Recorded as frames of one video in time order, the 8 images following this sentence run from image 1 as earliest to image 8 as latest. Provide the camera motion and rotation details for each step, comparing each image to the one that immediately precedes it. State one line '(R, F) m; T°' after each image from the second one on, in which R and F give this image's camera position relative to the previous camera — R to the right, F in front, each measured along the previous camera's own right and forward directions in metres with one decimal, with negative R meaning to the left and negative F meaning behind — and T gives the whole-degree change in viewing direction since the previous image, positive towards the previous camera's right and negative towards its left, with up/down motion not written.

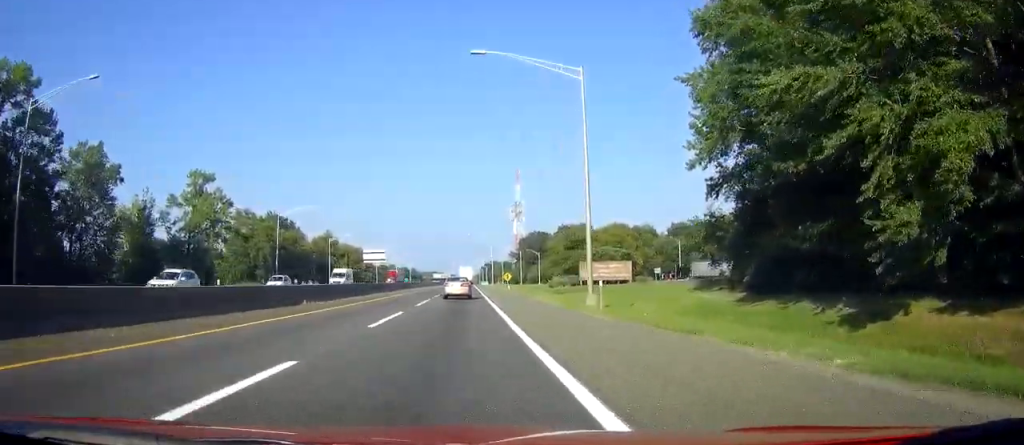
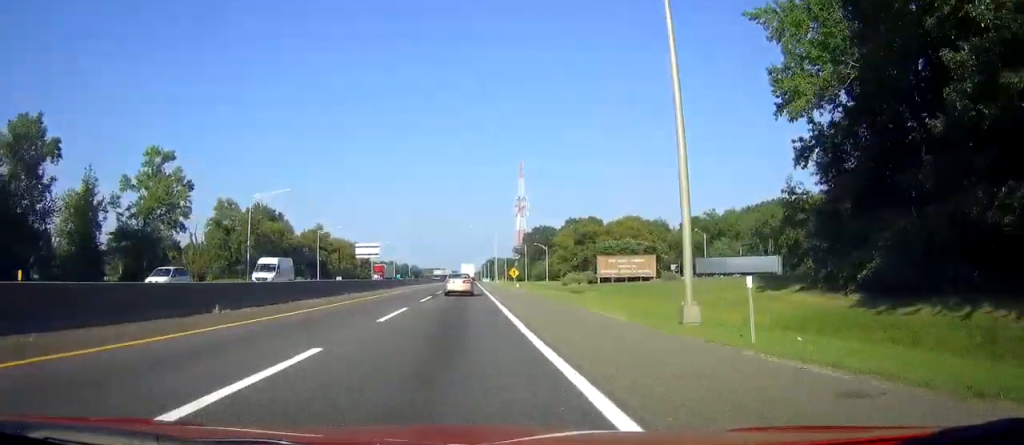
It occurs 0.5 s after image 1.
(+0.1, +14.2) m; 0°
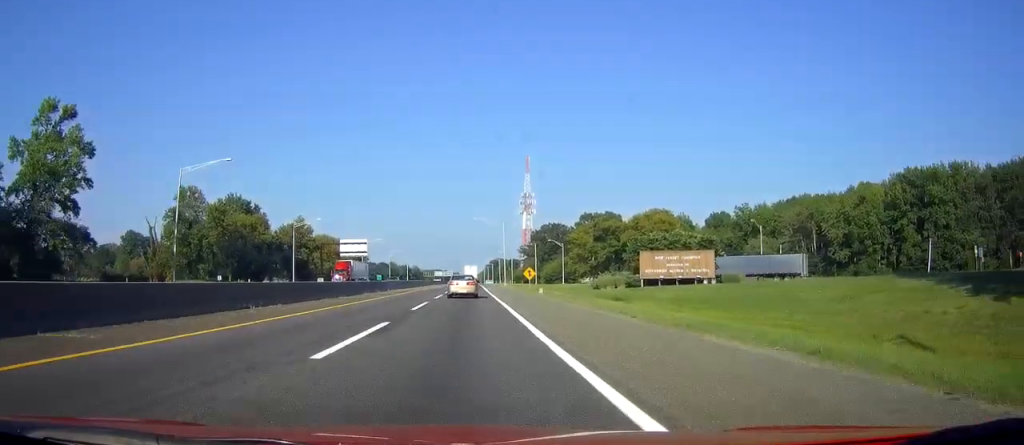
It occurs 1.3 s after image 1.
(-0.3, +23.6) m; 0°
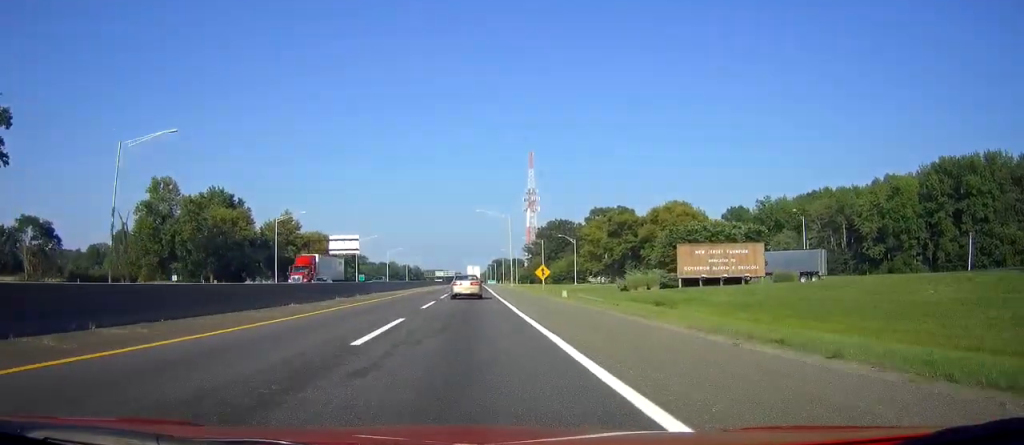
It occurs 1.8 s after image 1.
(+0.2, +13.2) m; 0°
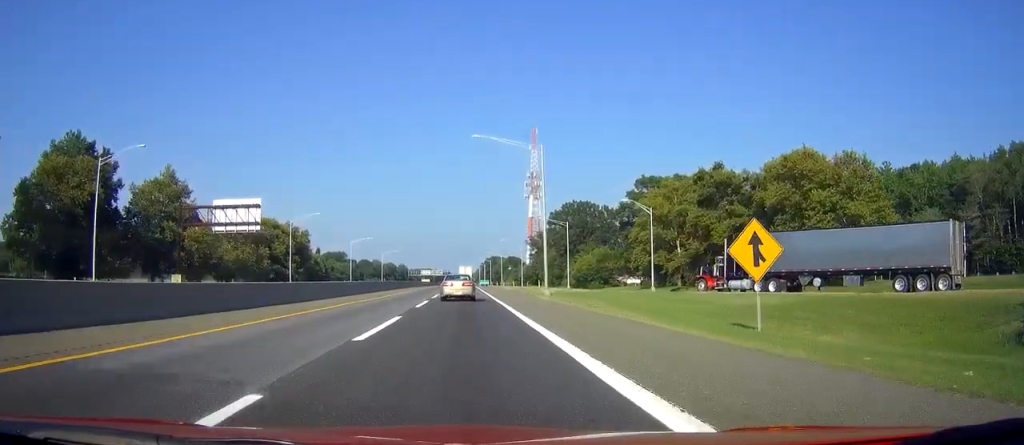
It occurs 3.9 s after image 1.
(+0.6, +58.0) m; +1°
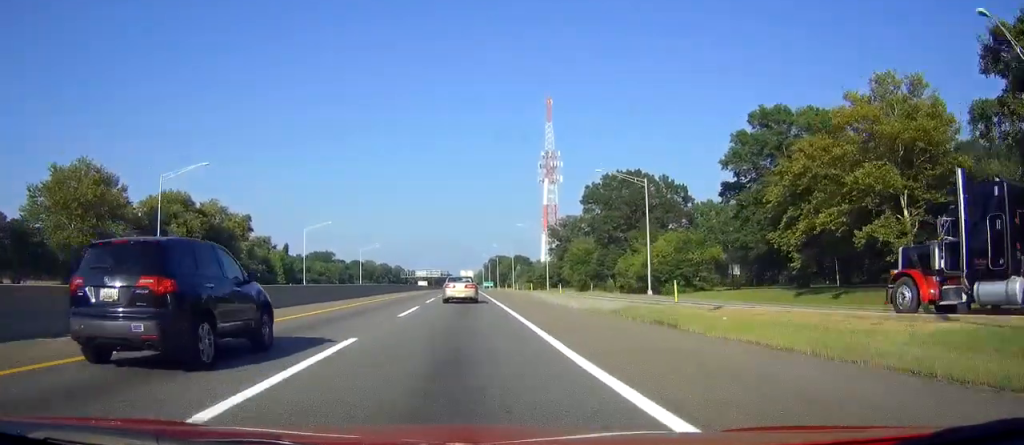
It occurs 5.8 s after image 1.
(+0.6, +53.6) m; +1°
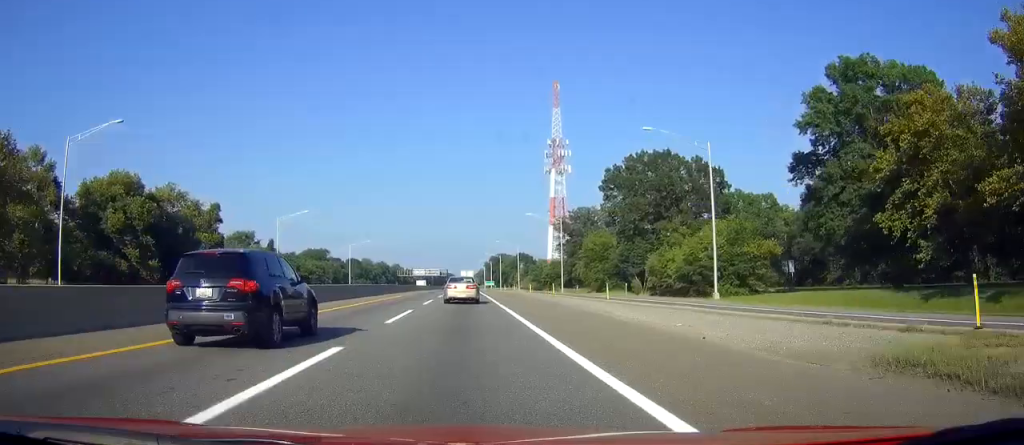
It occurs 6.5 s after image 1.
(0.0, +18.5) m; 0°
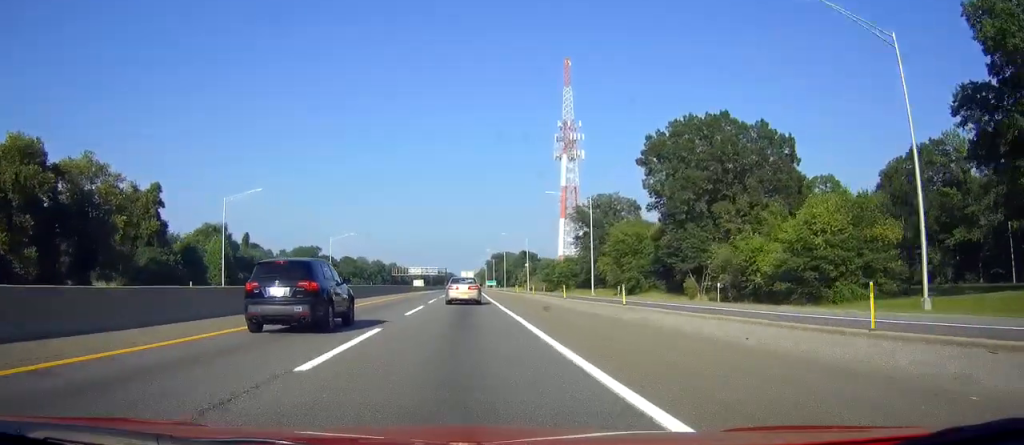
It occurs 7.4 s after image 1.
(-0.2, +25.1) m; 0°
